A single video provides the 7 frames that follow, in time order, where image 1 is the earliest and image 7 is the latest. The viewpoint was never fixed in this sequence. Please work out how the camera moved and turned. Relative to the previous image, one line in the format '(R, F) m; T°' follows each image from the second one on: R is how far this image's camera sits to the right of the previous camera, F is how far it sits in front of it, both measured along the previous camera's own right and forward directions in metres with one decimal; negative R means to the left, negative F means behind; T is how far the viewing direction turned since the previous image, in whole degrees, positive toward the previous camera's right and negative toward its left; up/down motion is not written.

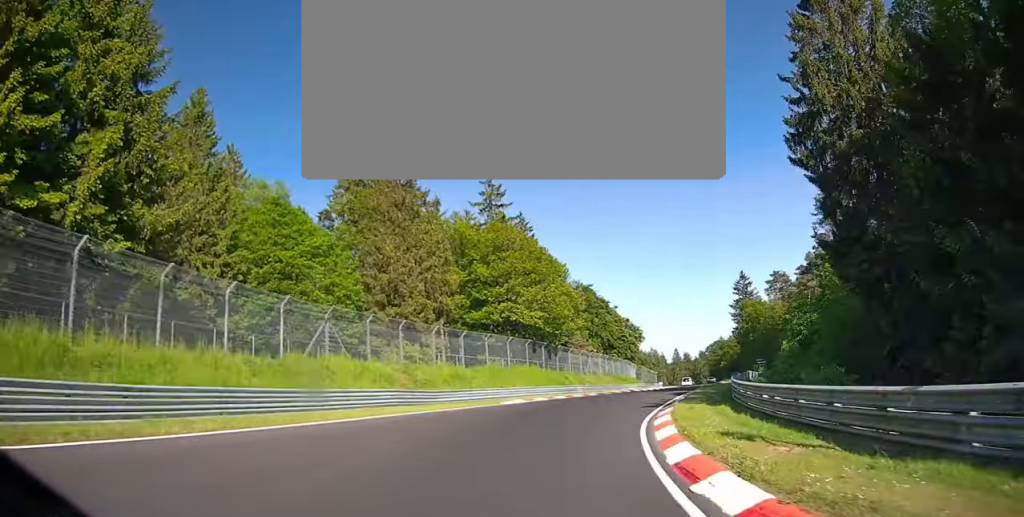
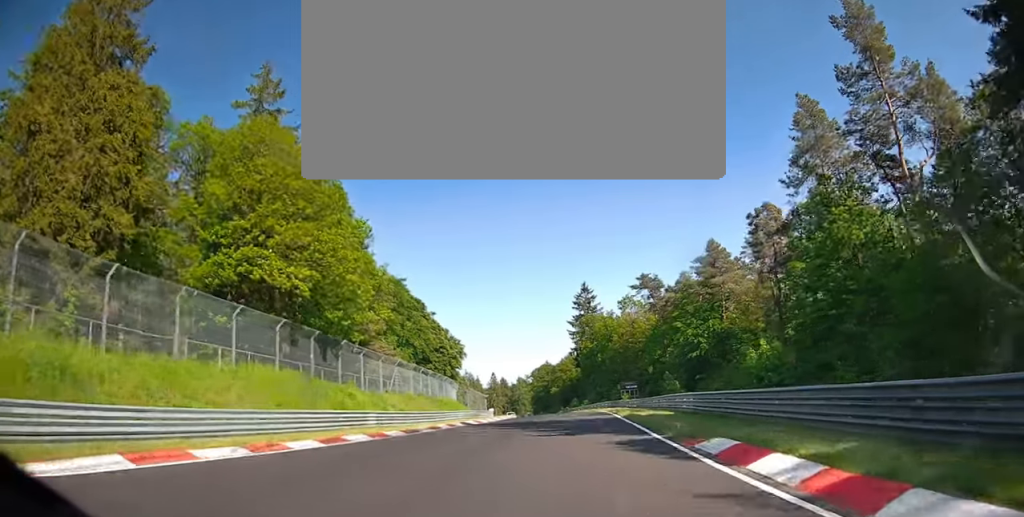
(+3.9, +26.3) m; +12°
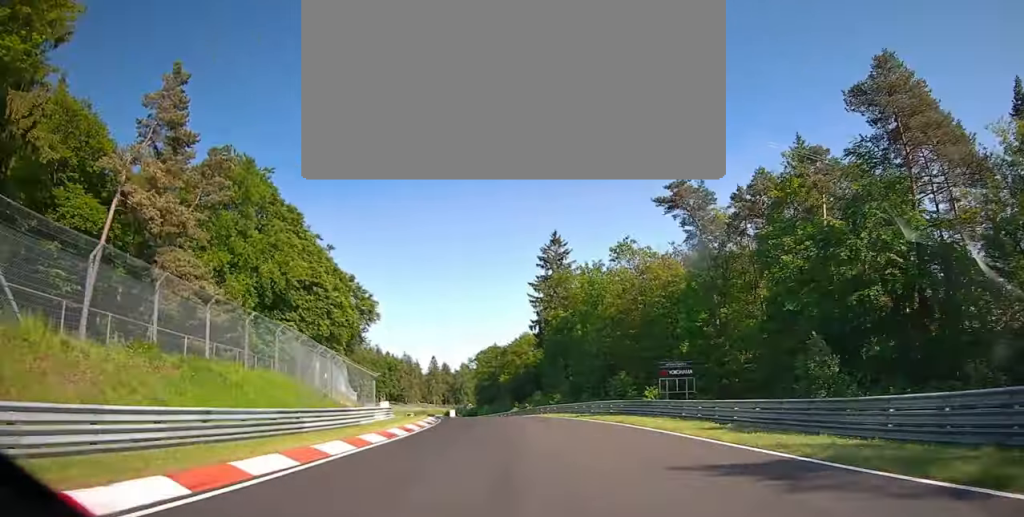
(+2.7, +39.9) m; +3°
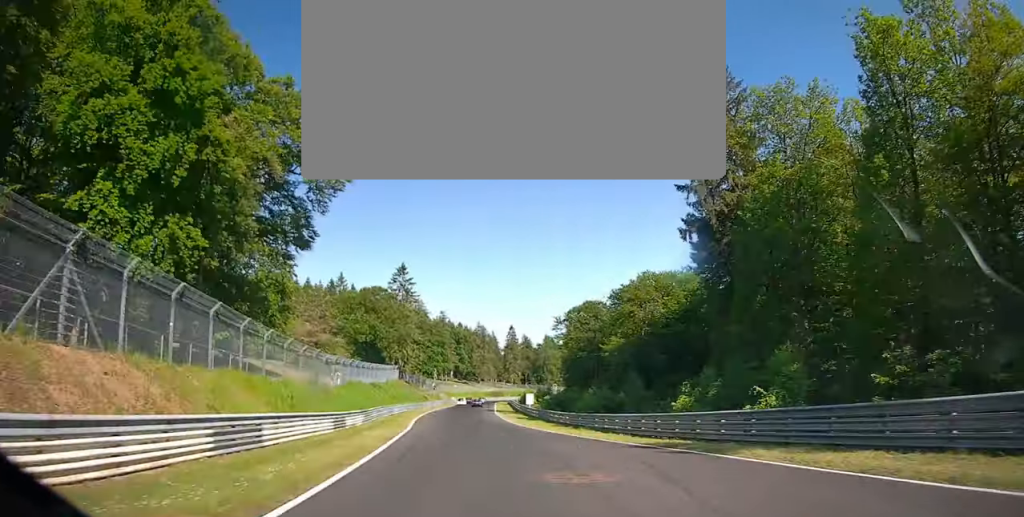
(-3.0, +49.4) m; -8°
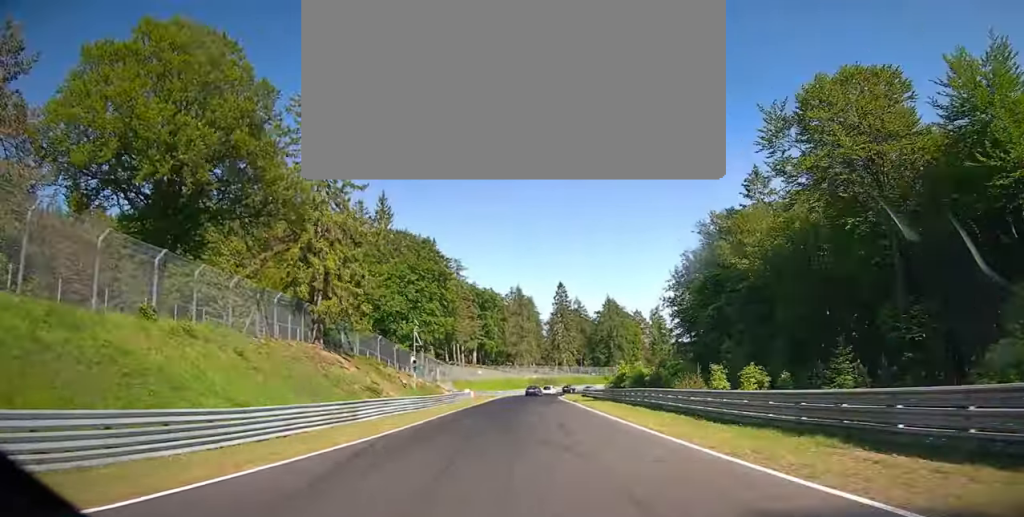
(-6.0, +75.8) m; -6°
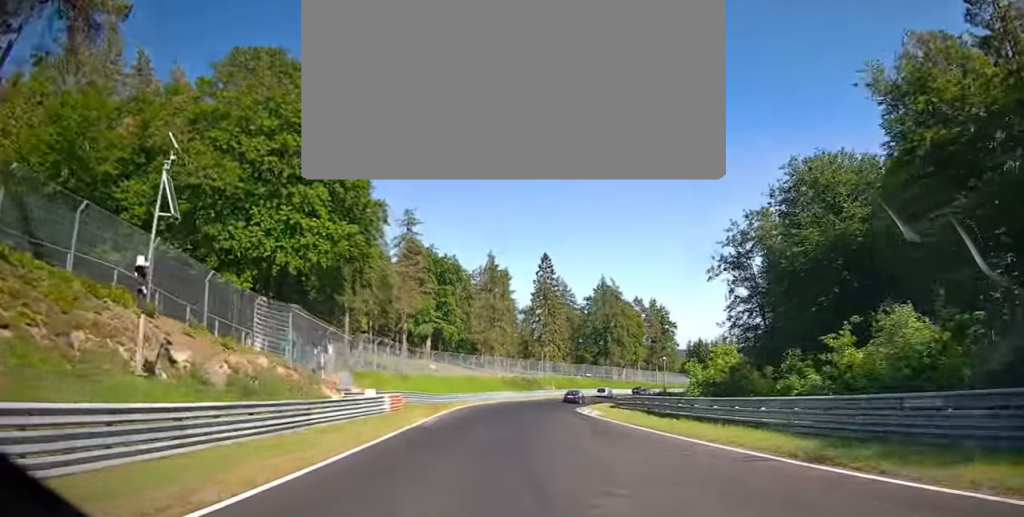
(+0.4, +39.1) m; +4°
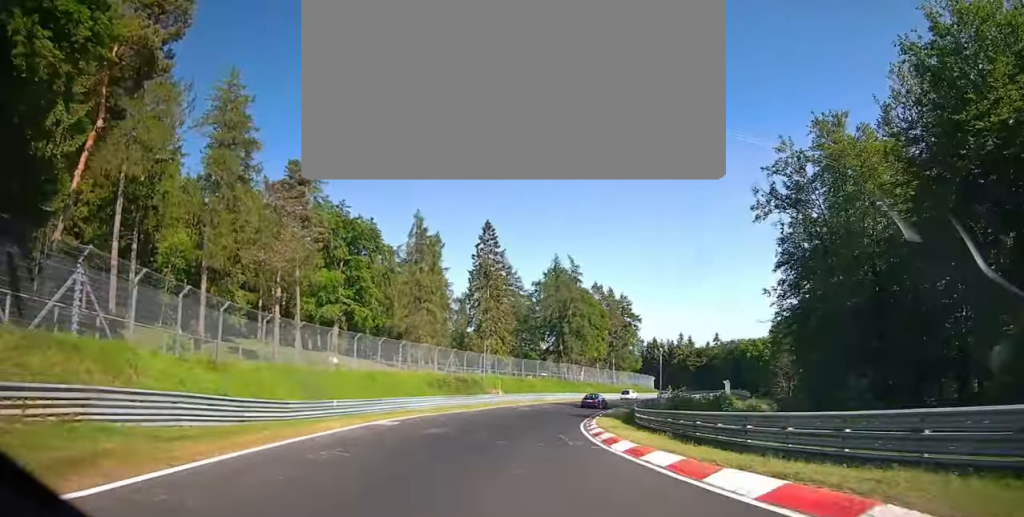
(+0.9, +26.7) m; +7°
